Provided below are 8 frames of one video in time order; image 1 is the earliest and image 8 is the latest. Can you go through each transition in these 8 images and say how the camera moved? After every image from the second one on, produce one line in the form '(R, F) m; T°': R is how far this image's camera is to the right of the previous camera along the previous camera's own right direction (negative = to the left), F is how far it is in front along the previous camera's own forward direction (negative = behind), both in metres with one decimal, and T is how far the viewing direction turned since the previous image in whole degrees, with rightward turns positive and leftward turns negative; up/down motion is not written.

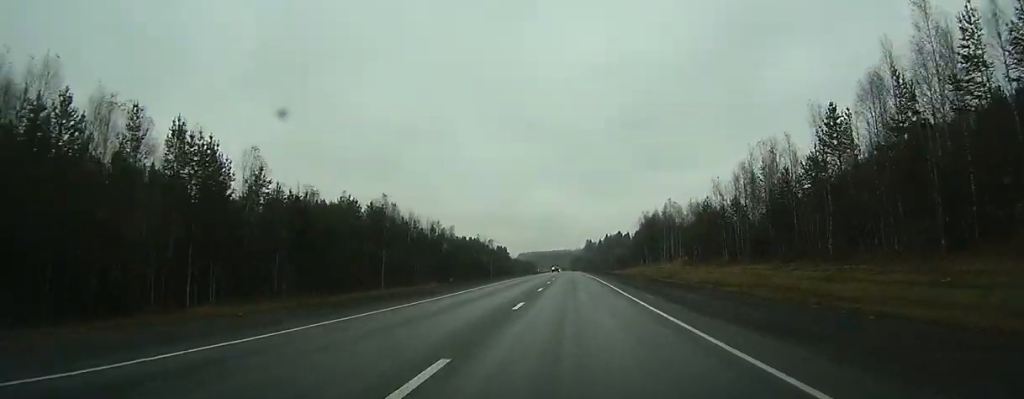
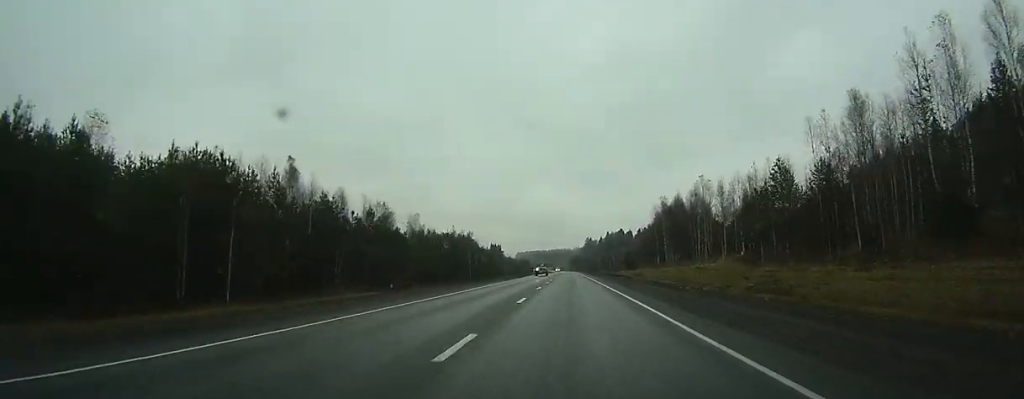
(0.0, +33.1) m; 0°
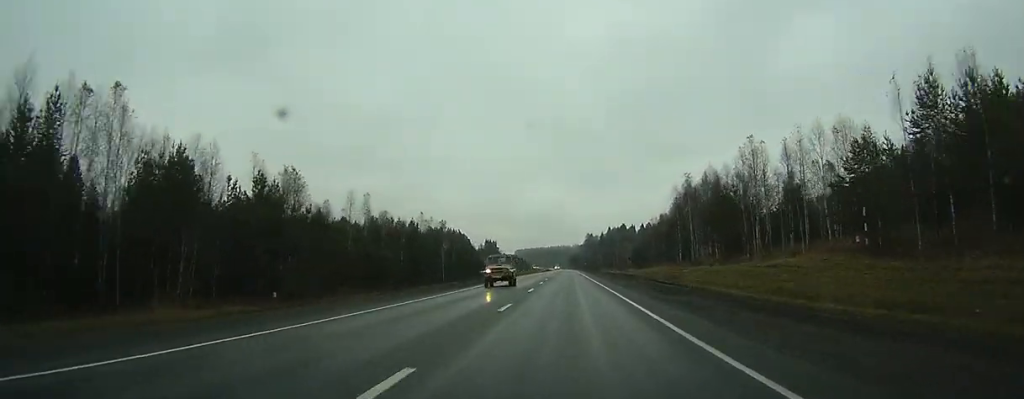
(0.0, +27.6) m; 0°
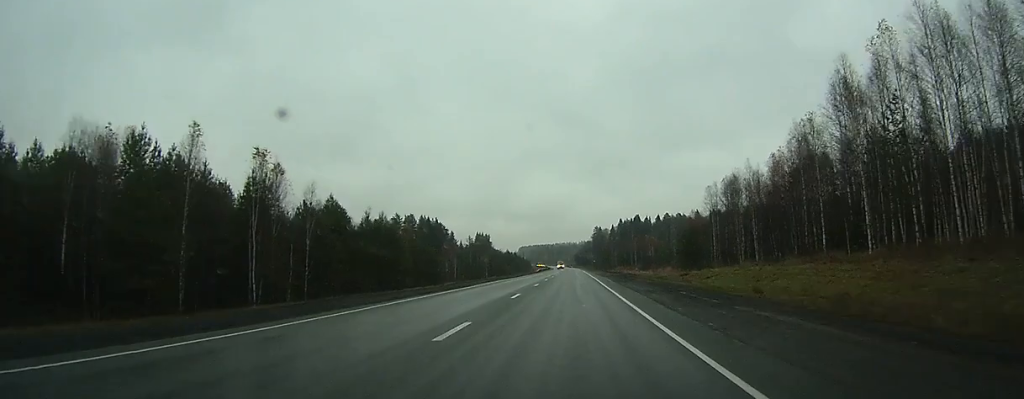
(-0.1, +66.4) m; 0°
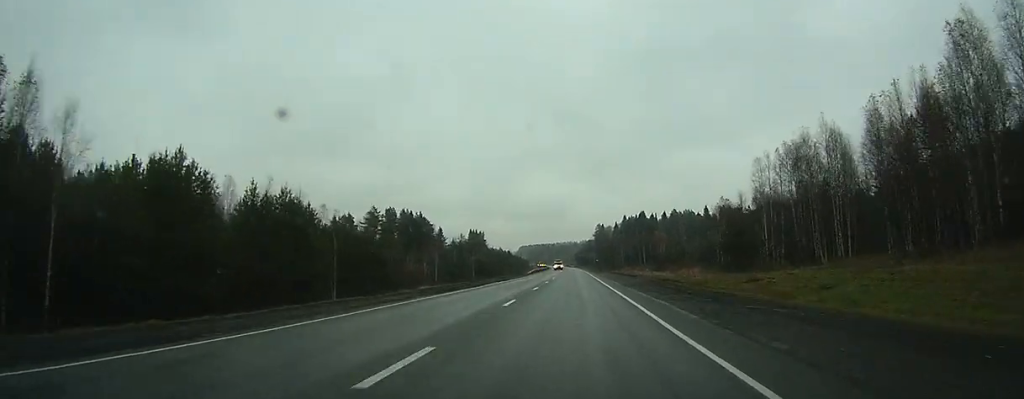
(-0.2, +27.8) m; 0°
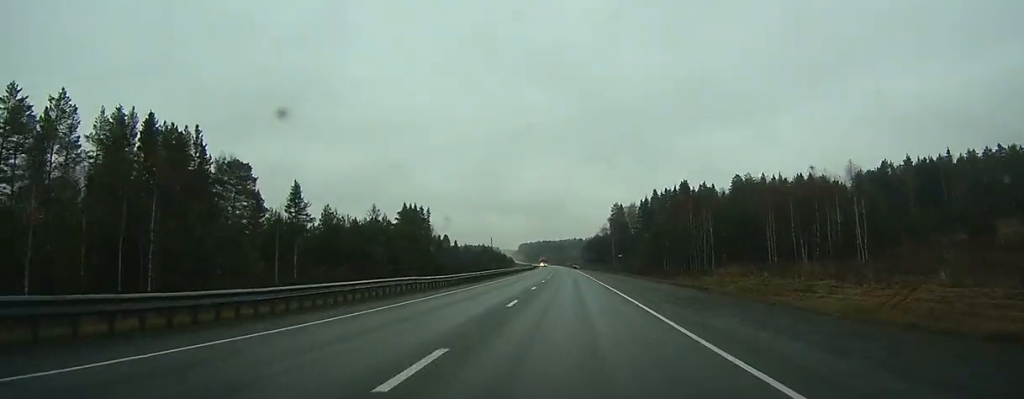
(-0.7, +142.9) m; -1°
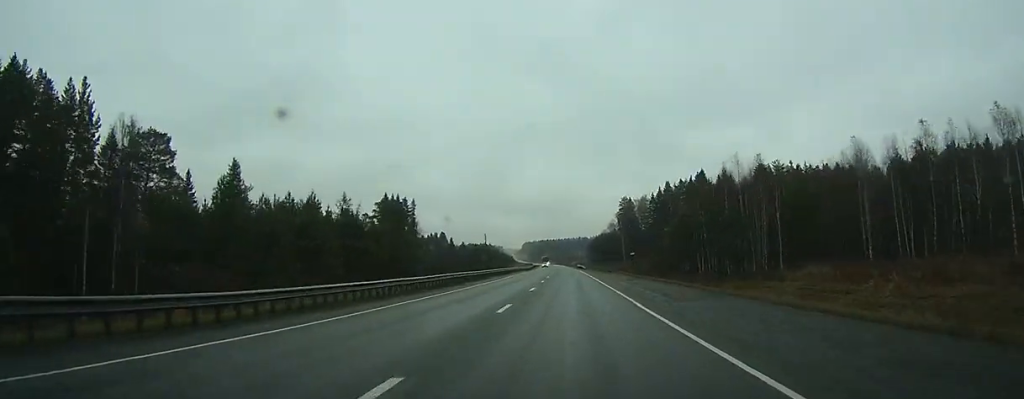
(-0.1, +25.9) m; 0°
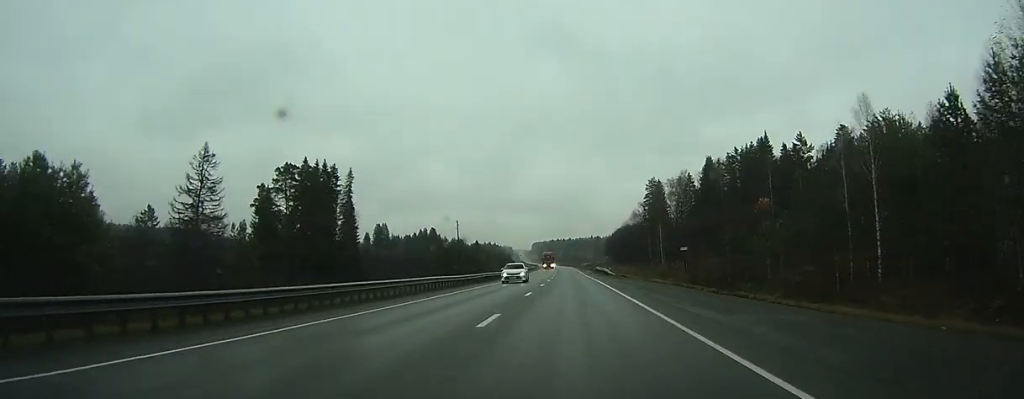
(-0.4, +62.4) m; -1°
